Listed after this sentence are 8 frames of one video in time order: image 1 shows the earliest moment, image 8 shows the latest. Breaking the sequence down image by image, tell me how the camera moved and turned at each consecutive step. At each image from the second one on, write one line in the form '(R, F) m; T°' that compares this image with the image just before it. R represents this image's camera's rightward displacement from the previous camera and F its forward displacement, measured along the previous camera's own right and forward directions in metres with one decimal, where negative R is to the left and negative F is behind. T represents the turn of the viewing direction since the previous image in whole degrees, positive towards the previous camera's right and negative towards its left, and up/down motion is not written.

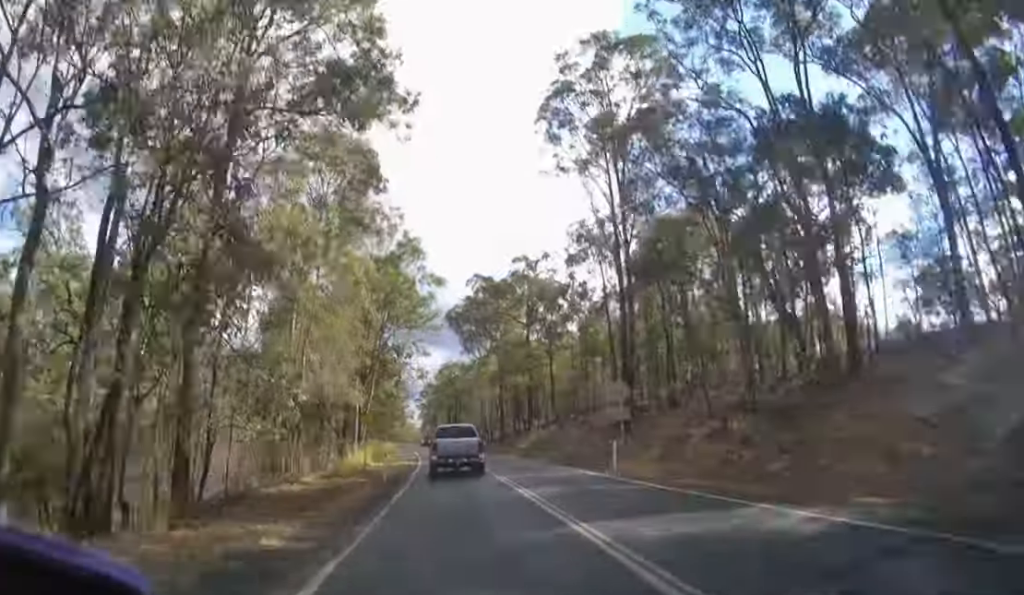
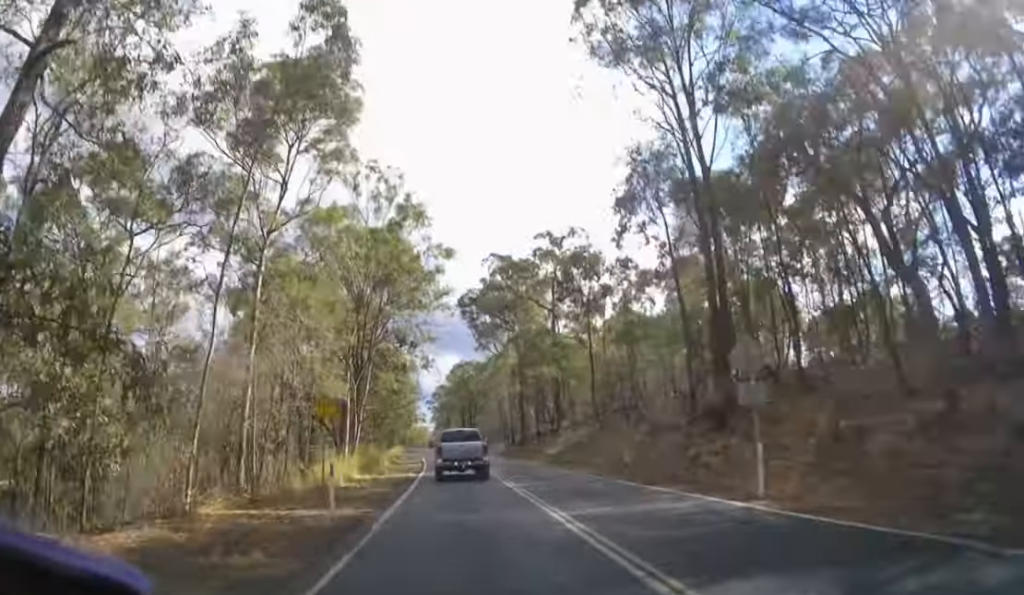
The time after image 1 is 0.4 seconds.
(-0.2, +7.5) m; -1°
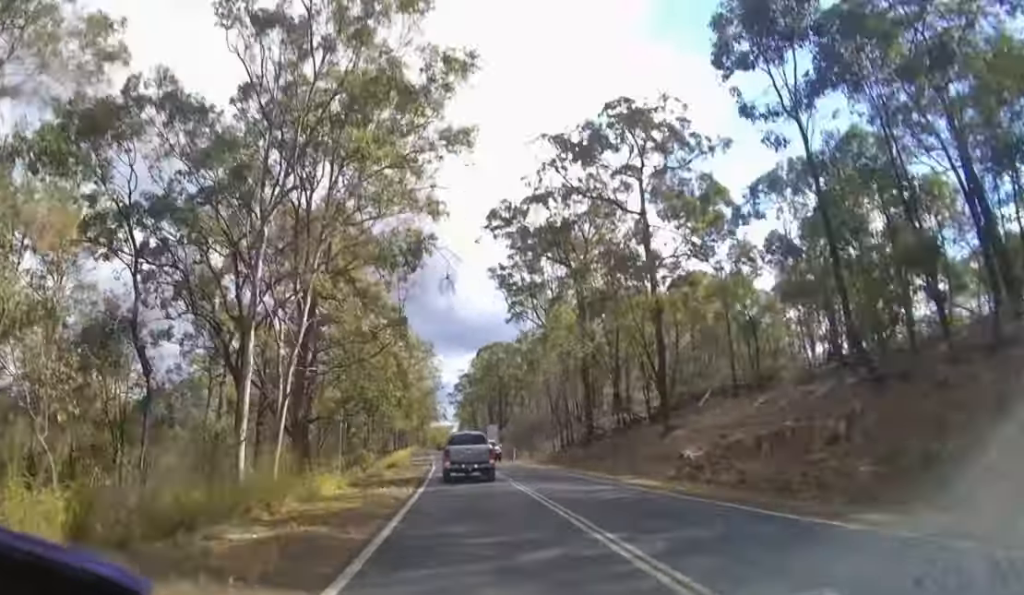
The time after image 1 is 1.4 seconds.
(-0.5, +17.5) m; -3°
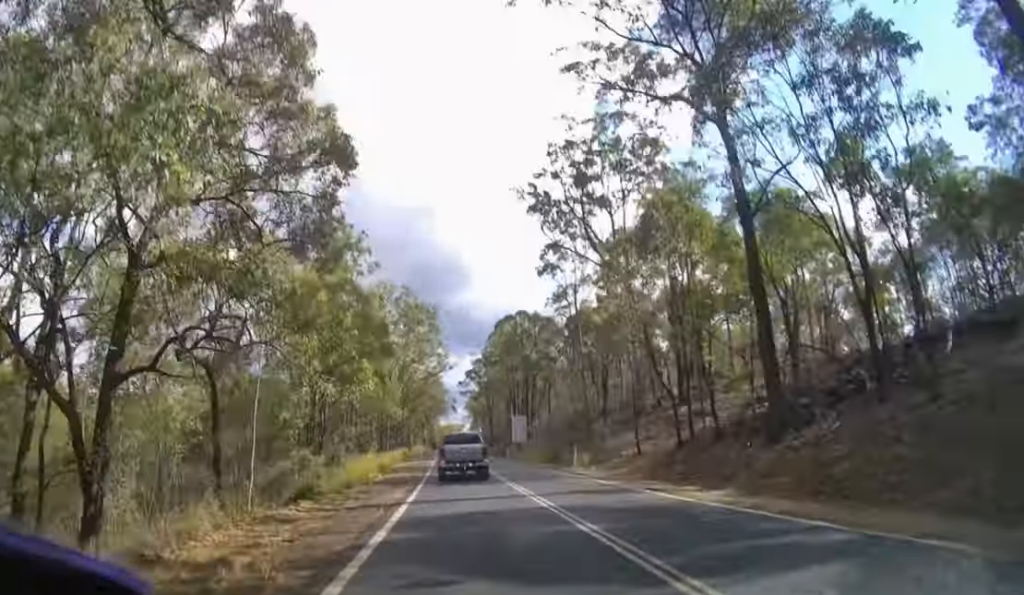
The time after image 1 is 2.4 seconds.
(-0.4, +17.5) m; -2°
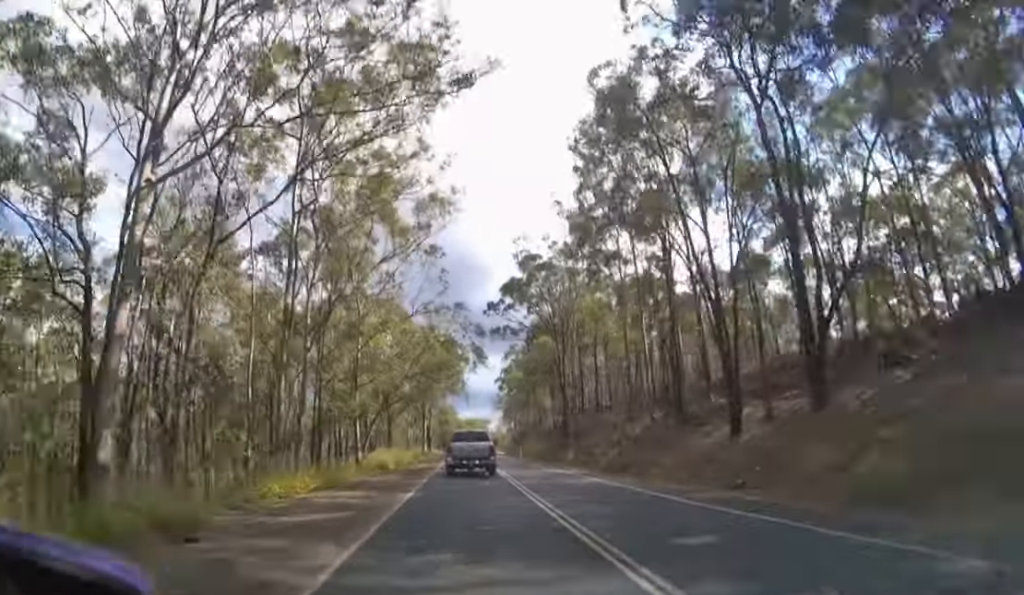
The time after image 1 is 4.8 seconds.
(-1.0, +47.6) m; -2°
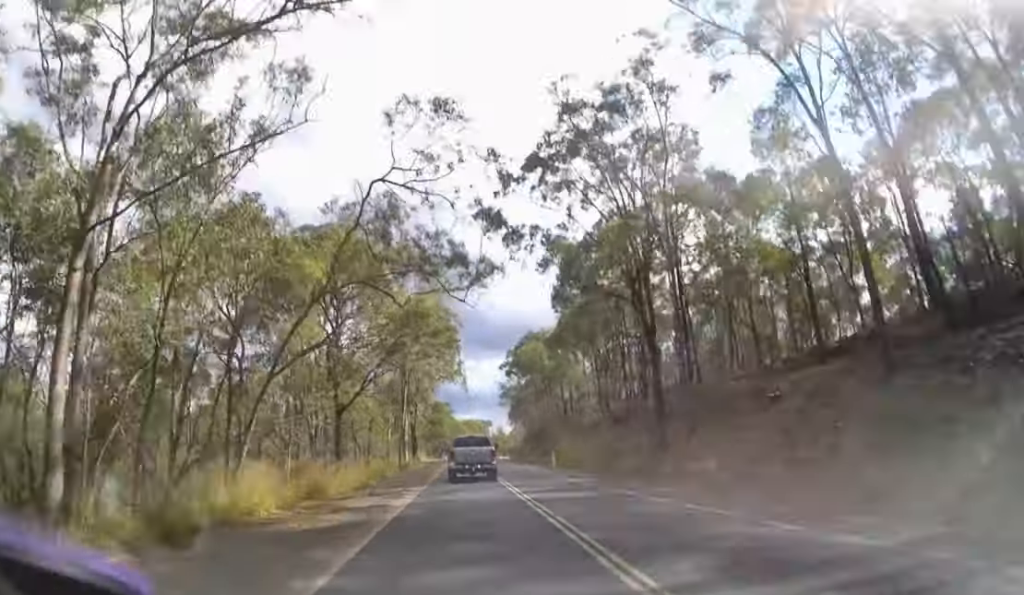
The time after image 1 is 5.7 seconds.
(0.0, +22.4) m; 0°
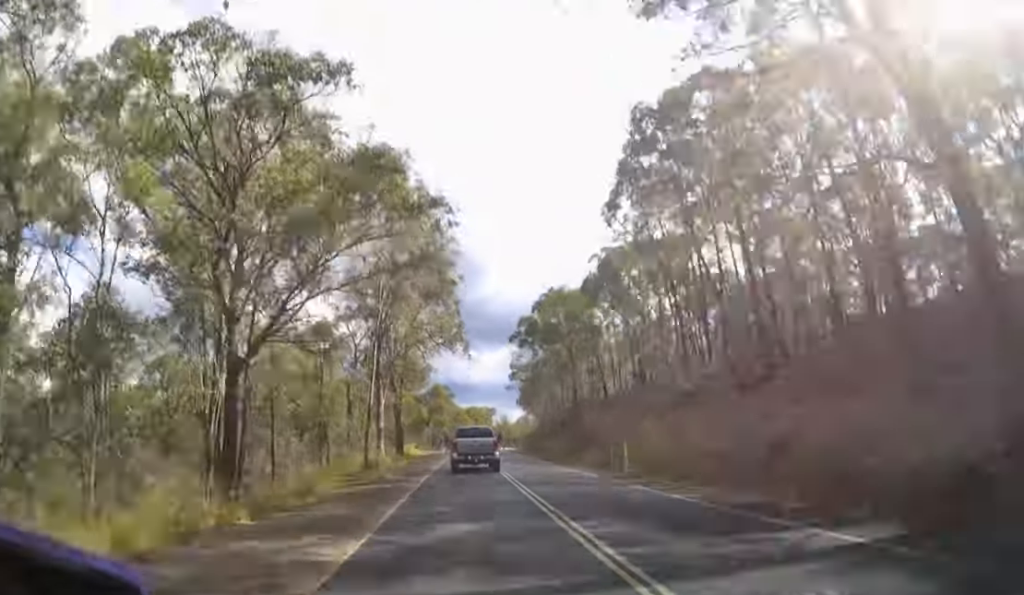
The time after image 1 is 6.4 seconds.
(0.0, +16.9) m; 0°
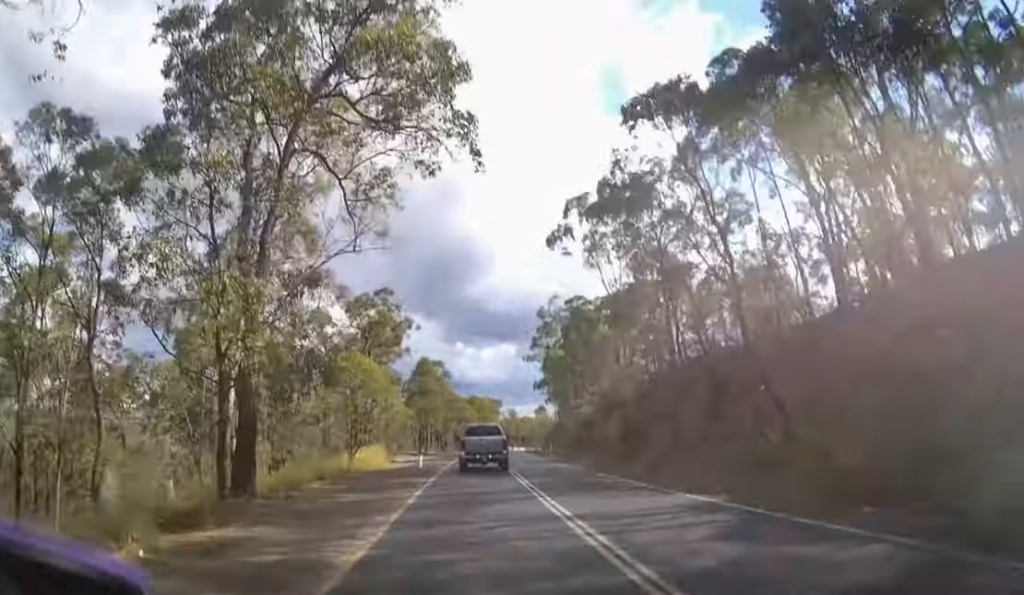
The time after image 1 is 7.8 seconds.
(-0.1, +34.0) m; 0°
